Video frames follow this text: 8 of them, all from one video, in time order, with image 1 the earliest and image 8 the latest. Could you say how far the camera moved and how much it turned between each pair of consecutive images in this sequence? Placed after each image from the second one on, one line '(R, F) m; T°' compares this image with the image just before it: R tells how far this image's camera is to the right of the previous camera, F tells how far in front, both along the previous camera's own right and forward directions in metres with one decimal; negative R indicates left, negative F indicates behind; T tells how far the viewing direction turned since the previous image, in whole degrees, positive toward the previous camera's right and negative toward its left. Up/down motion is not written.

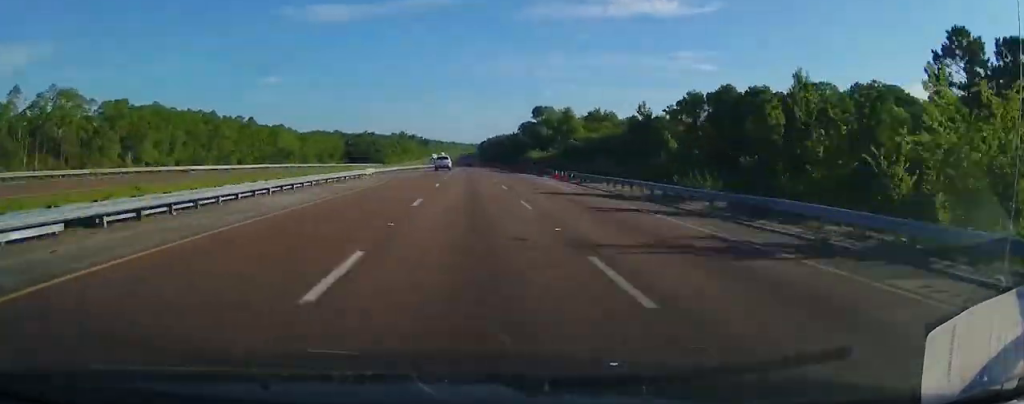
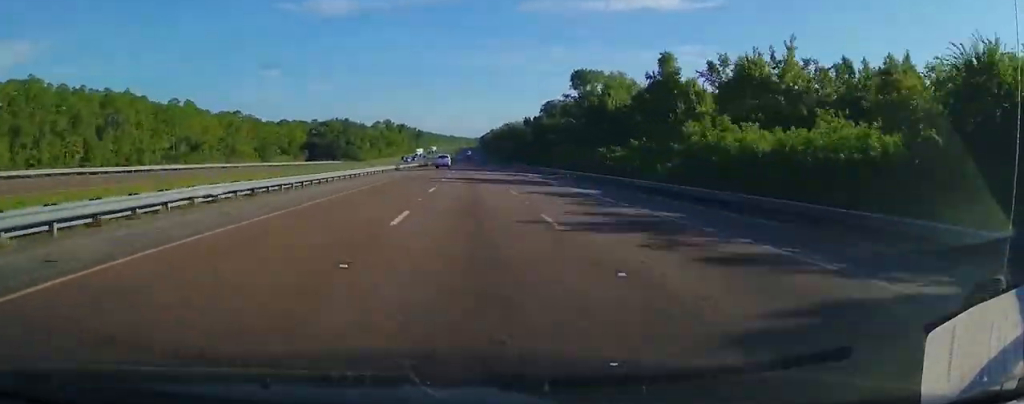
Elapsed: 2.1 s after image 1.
(0.0, +72.6) m; 0°
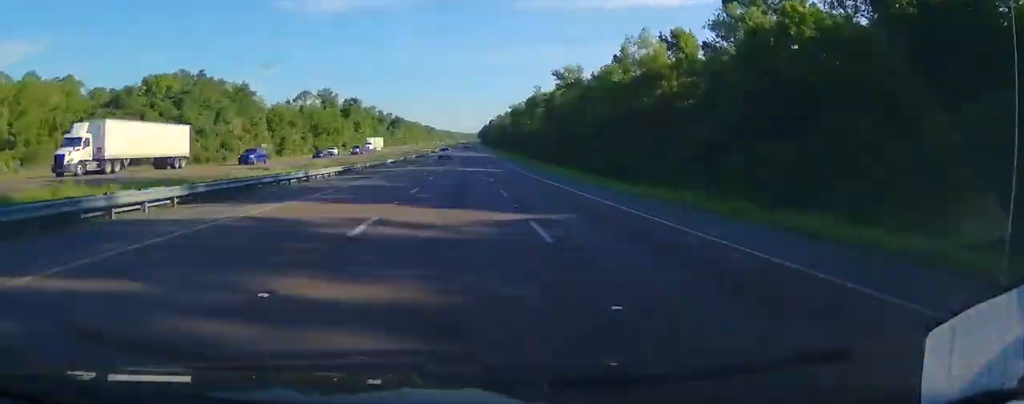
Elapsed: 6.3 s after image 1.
(+0.2, +137.2) m; 0°
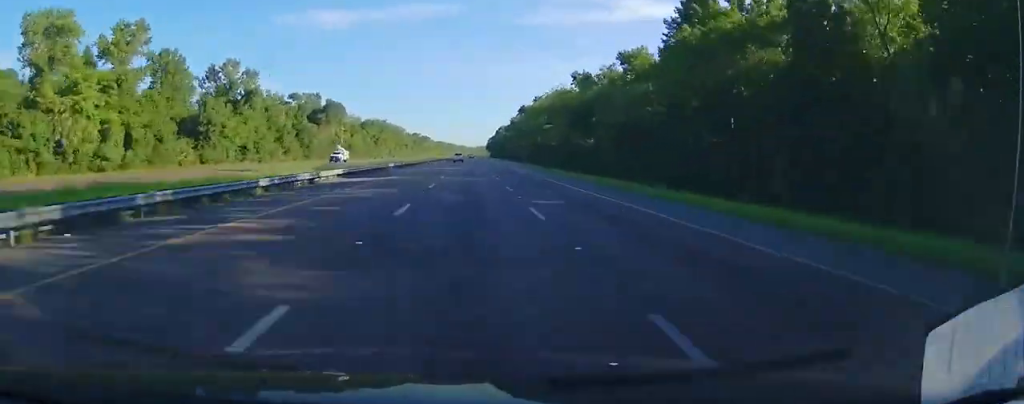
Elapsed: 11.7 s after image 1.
(-0.6, +179.4) m; 0°
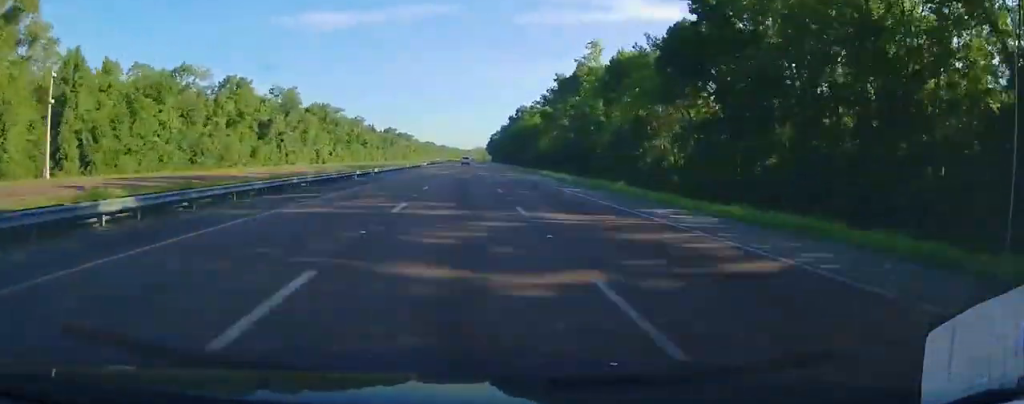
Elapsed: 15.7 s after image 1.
(+0.1, +126.1) m; 0°
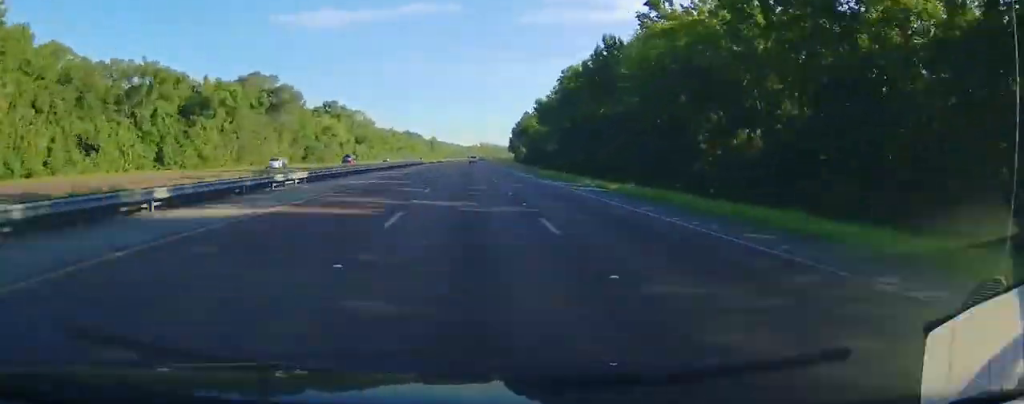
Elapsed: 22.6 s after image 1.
(+0.5, +241.6) m; +1°
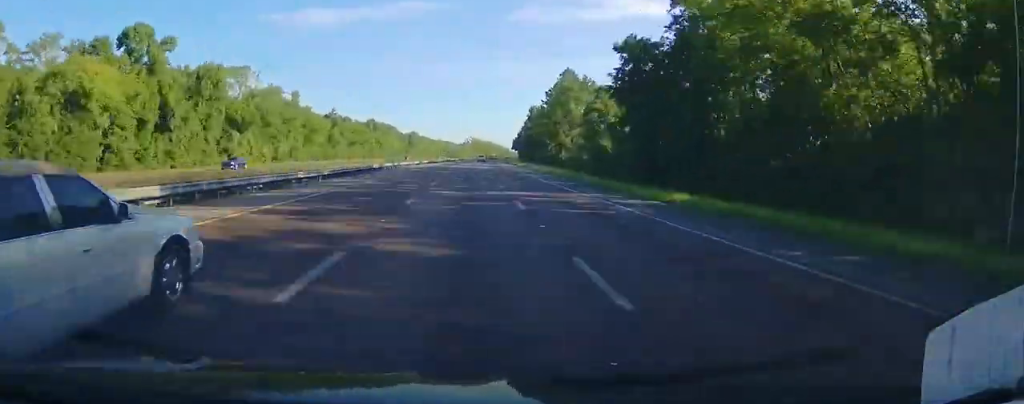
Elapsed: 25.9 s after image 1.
(+0.1, +113.8) m; +1°
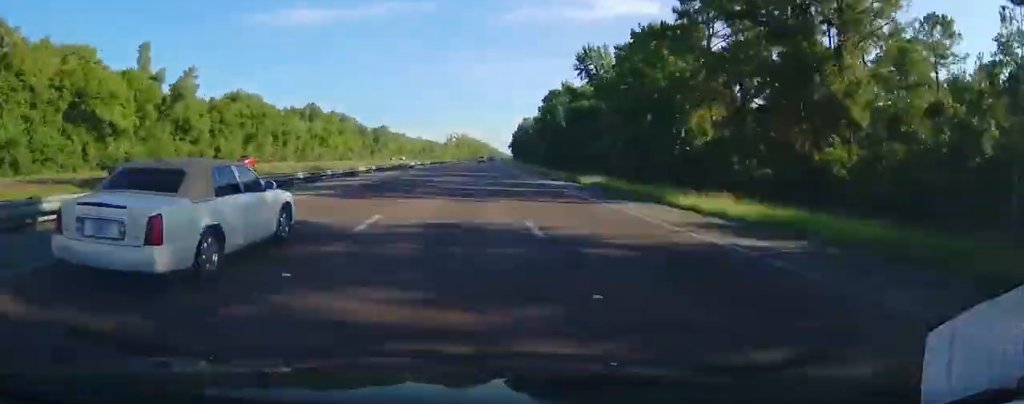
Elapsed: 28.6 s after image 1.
(+1.8, +90.5) m; +2°
